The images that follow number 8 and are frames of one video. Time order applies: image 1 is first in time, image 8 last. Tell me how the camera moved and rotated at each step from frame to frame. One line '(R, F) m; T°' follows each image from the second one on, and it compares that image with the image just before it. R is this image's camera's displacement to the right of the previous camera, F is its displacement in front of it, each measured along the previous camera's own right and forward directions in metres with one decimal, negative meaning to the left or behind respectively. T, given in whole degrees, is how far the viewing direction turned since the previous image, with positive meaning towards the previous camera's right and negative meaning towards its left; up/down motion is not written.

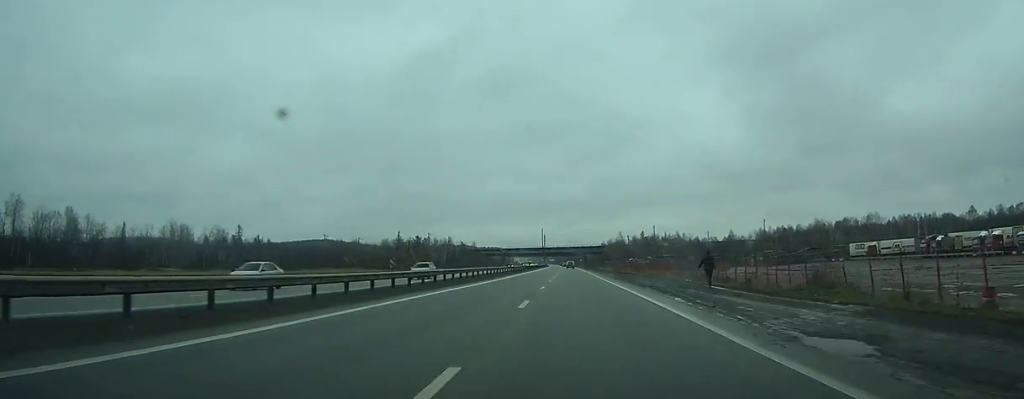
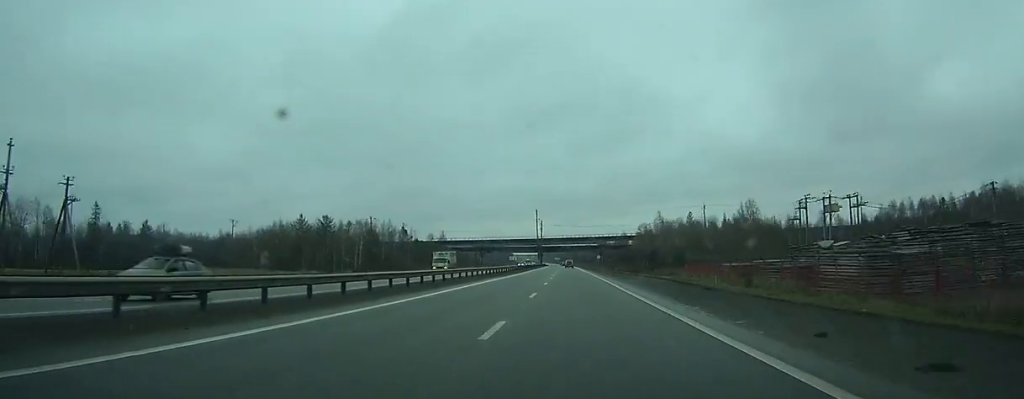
(-1.7, +114.9) m; -2°
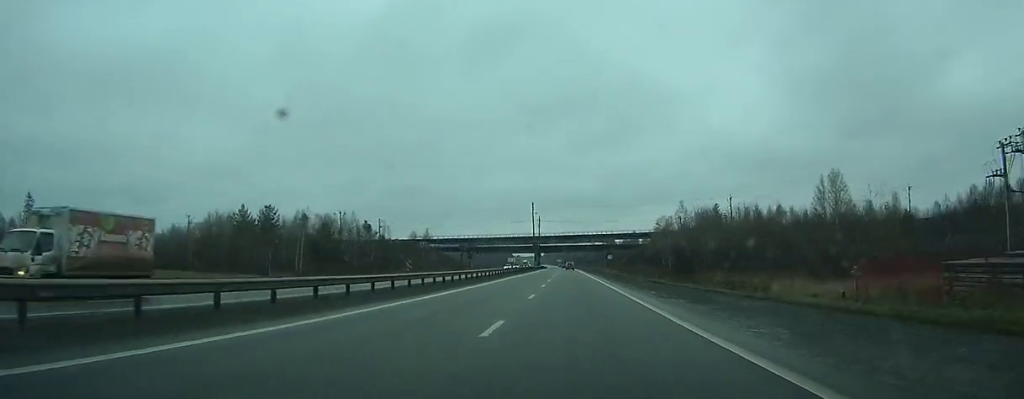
(-0.1, +33.5) m; 0°
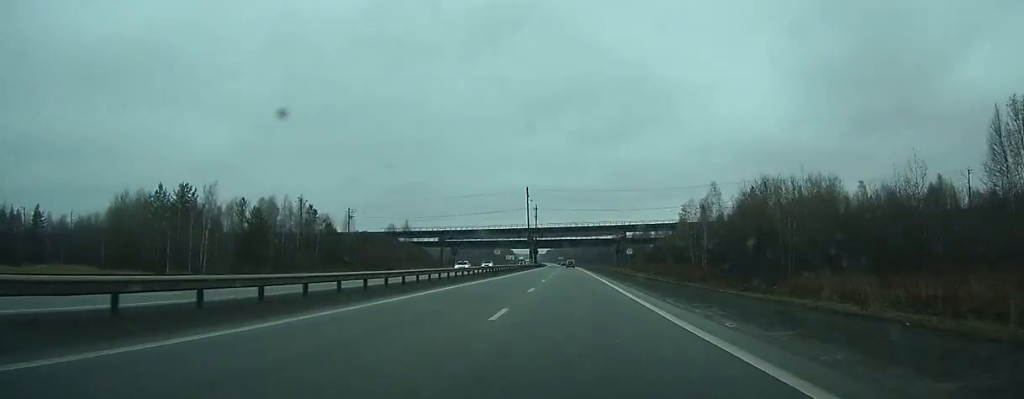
(0.0, +31.9) m; 0°
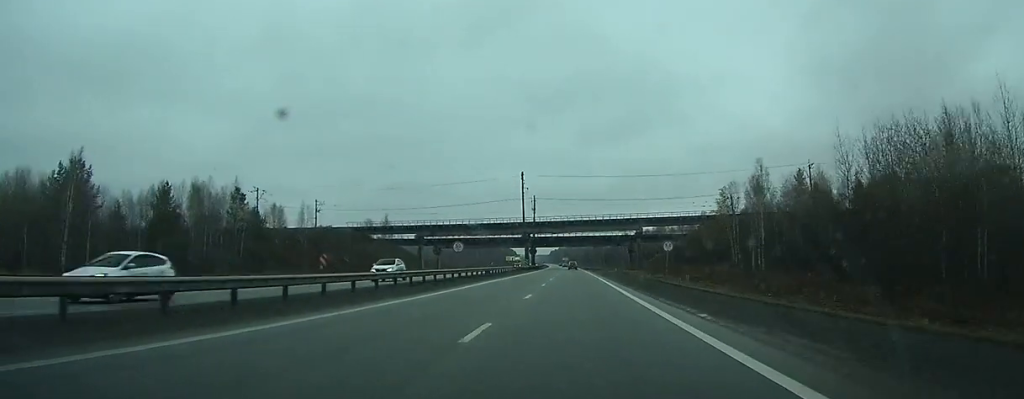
(0.0, +26.9) m; 0°
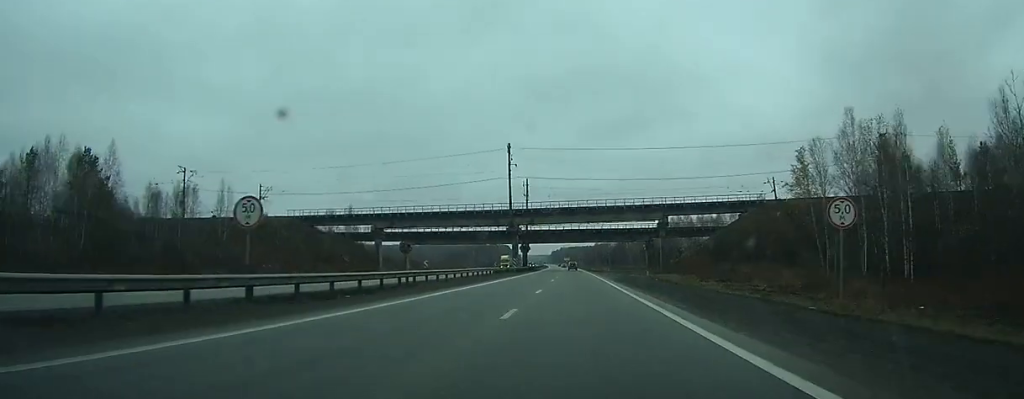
(-0.1, +33.0) m; 0°
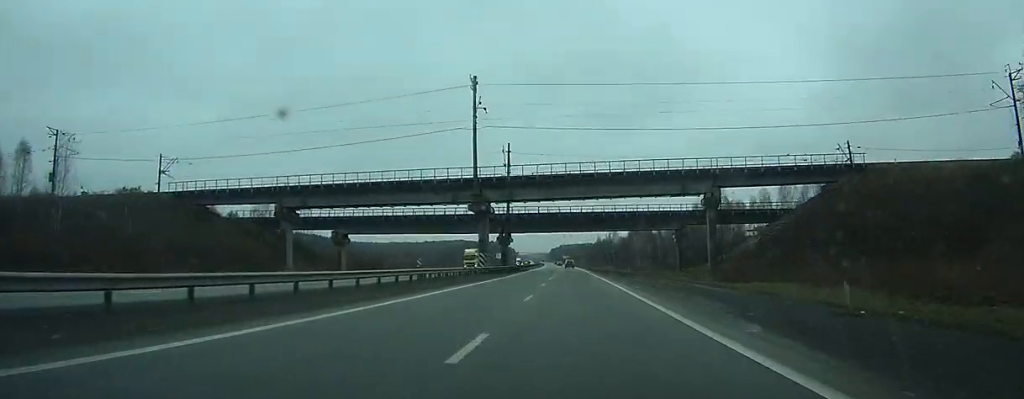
(0.0, +36.9) m; 0°
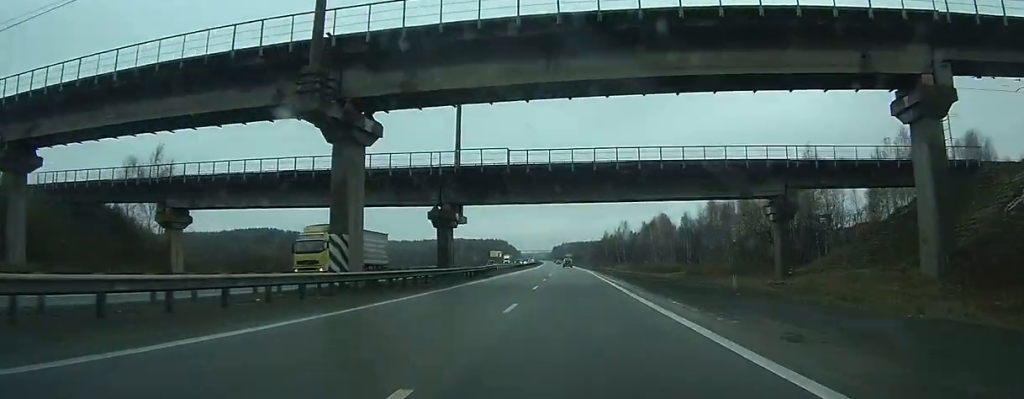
(+0.1, +42.8) m; 0°
